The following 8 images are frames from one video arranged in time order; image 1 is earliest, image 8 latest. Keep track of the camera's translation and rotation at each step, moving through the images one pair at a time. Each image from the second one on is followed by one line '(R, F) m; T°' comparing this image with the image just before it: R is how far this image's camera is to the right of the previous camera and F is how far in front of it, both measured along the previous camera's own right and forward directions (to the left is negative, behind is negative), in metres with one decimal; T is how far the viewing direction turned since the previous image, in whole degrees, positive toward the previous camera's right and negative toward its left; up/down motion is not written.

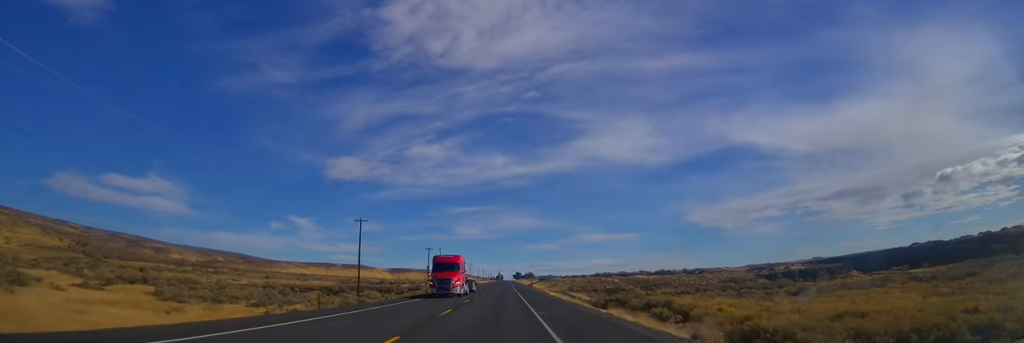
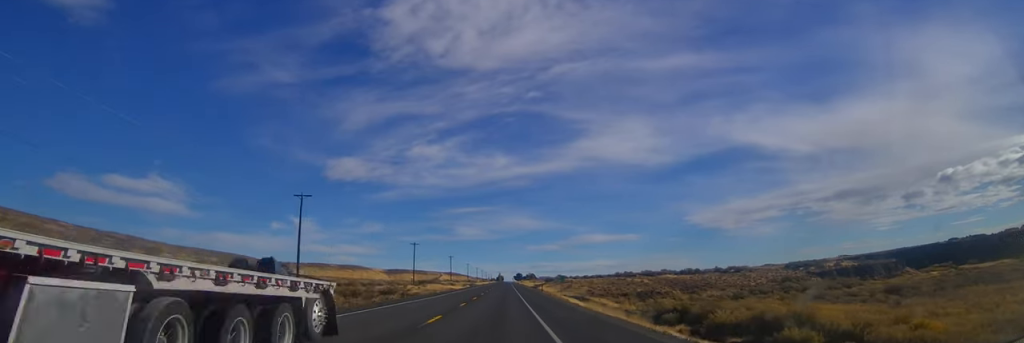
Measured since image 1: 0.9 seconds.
(+0.3, +28.4) m; 0°
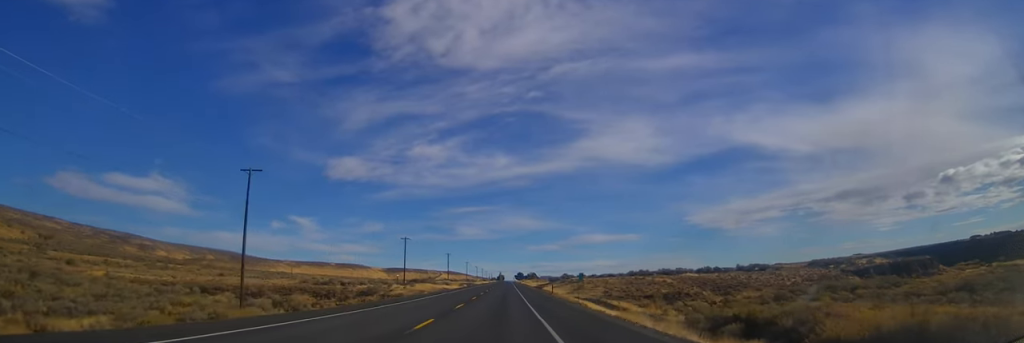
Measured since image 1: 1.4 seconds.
(-0.1, +14.7) m; -1°
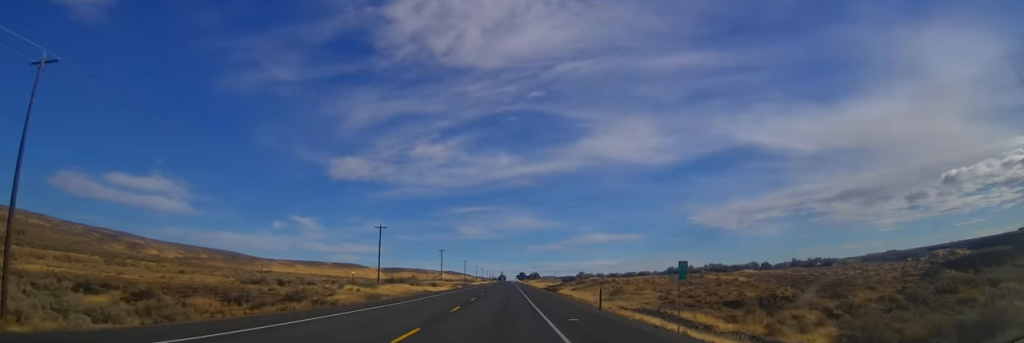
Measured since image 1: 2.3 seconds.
(-0.3, +28.4) m; 0°
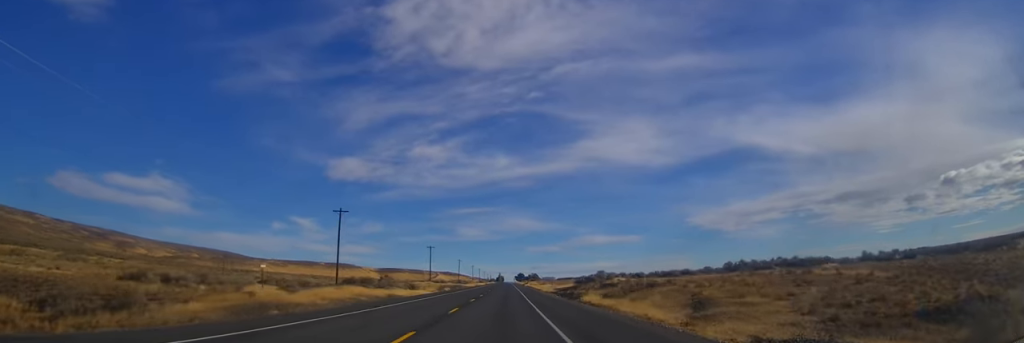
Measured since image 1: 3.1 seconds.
(0.0, +25.3) m; 0°
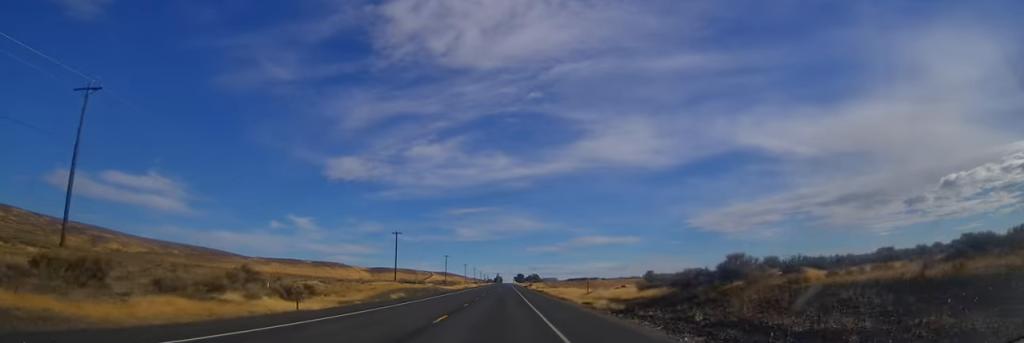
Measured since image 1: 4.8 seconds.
(+0.4, +53.5) m; 0°
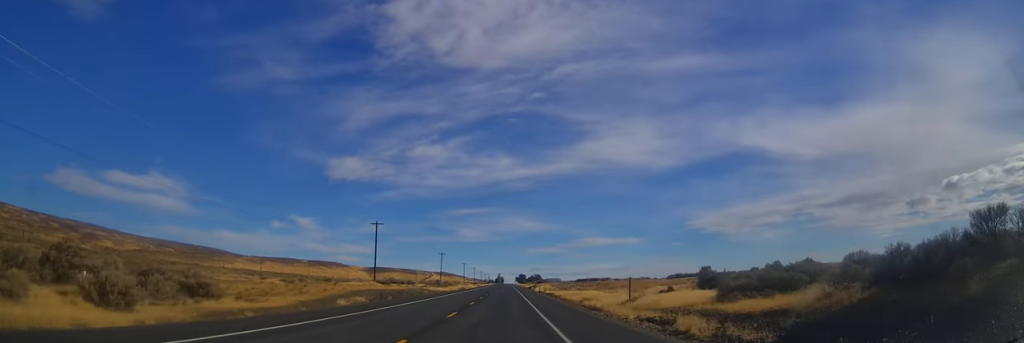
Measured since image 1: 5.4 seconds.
(0.0, +20.9) m; 0°
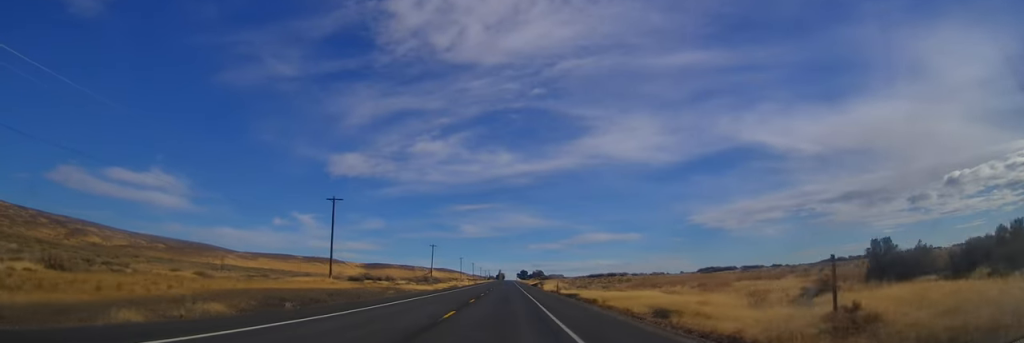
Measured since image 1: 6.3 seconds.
(0.0, +27.1) m; 0°
